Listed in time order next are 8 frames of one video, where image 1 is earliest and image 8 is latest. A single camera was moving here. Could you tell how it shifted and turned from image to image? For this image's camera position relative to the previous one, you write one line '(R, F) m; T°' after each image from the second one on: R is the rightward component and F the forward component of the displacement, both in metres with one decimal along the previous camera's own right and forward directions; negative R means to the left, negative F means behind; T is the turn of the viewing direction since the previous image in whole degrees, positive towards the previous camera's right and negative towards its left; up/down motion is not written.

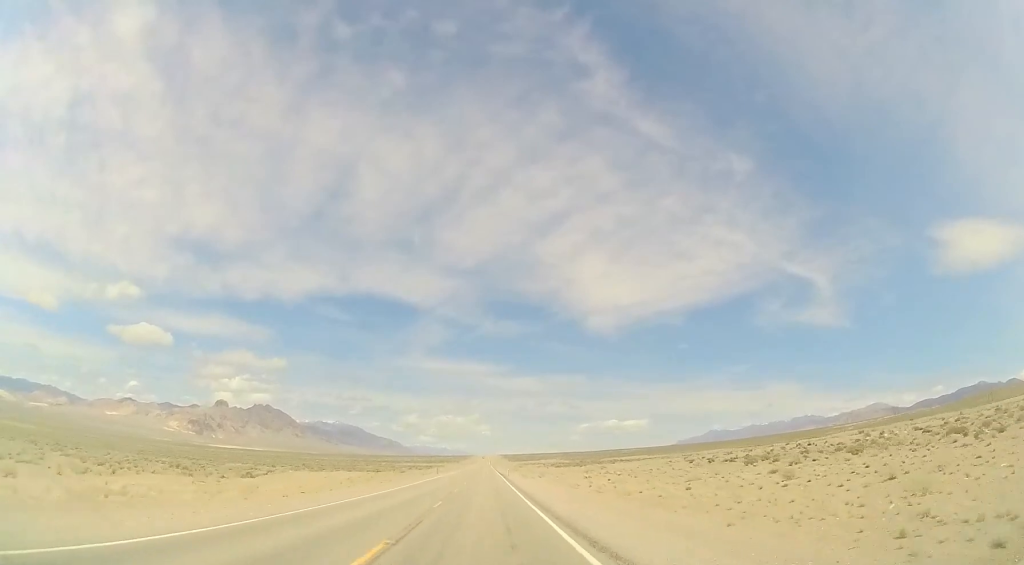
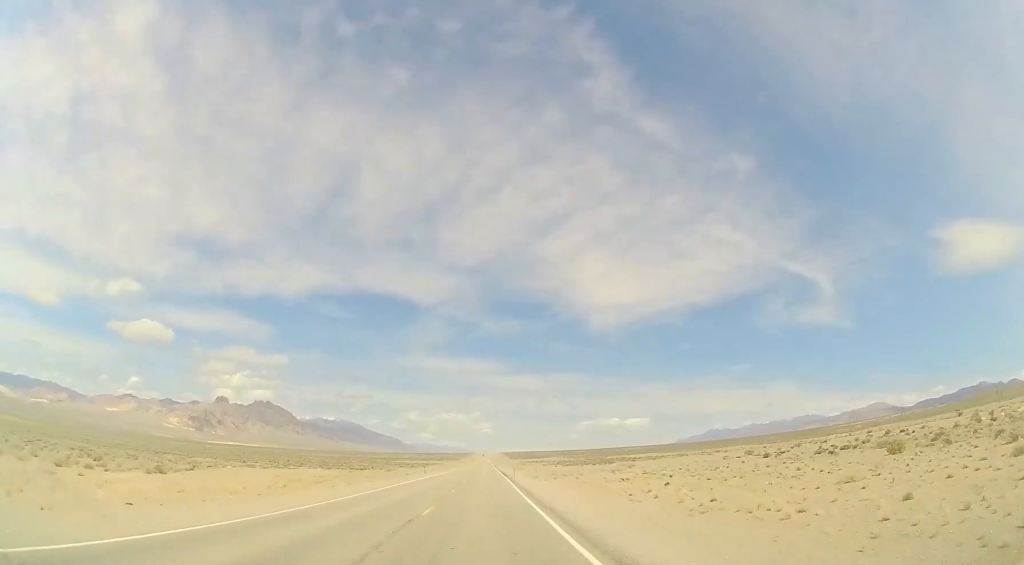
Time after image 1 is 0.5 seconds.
(0.0, +16.1) m; 0°
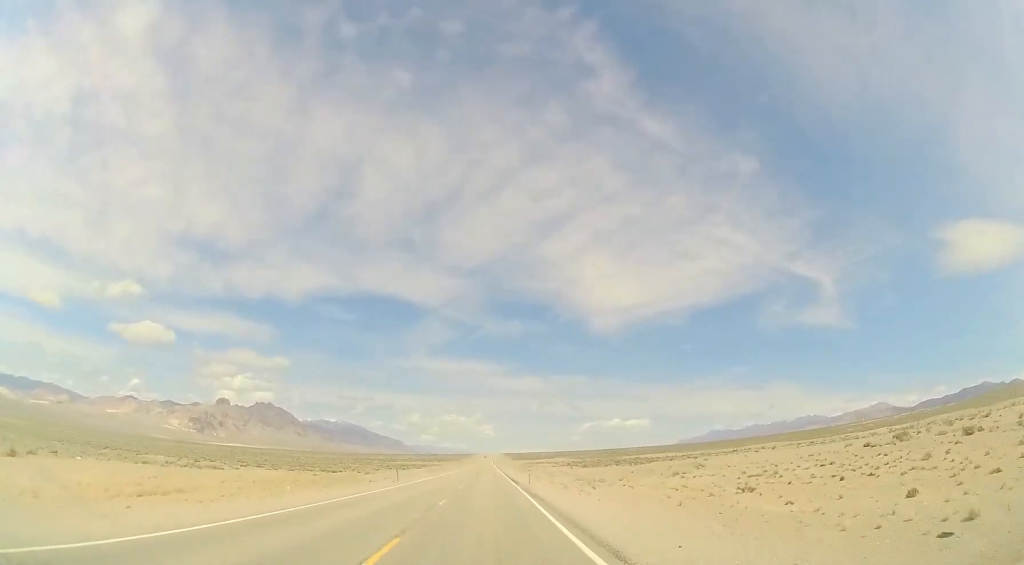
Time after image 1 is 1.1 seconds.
(+0.2, +20.7) m; 0°
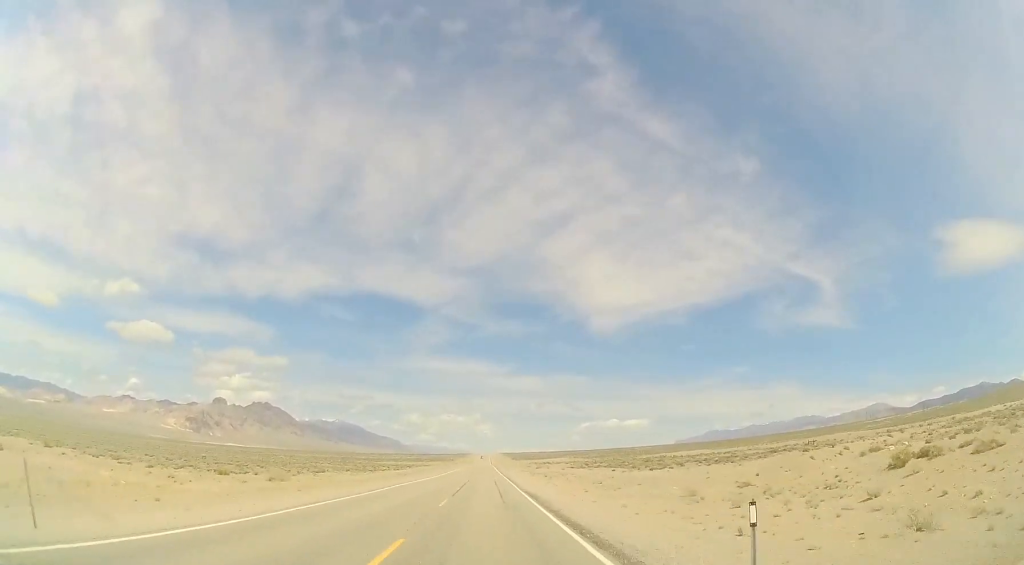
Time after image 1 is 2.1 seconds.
(0.0, +36.9) m; -1°
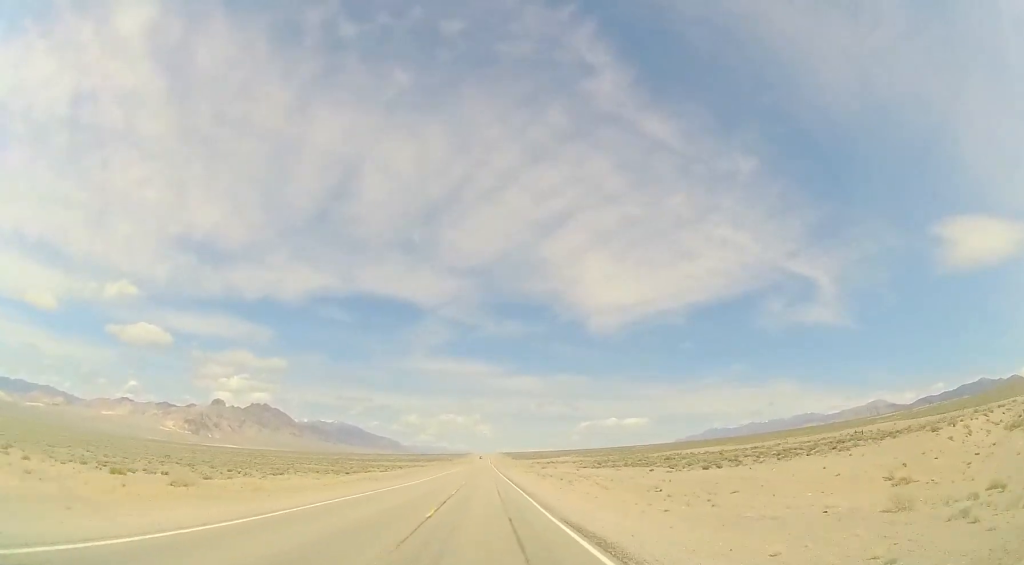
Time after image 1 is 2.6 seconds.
(-0.2, +16.1) m; 0°
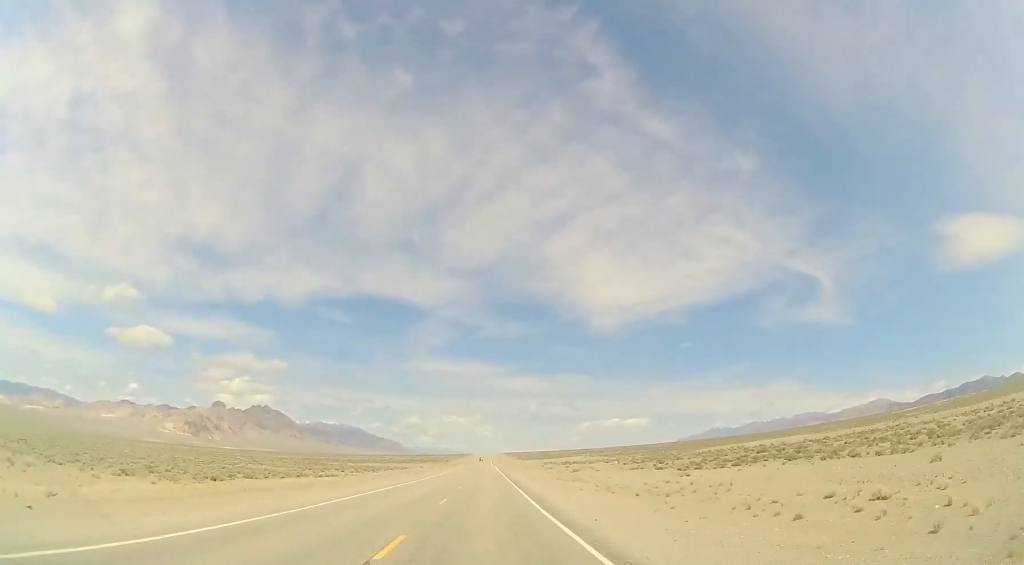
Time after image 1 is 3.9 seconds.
(+0.1, +43.8) m; 0°
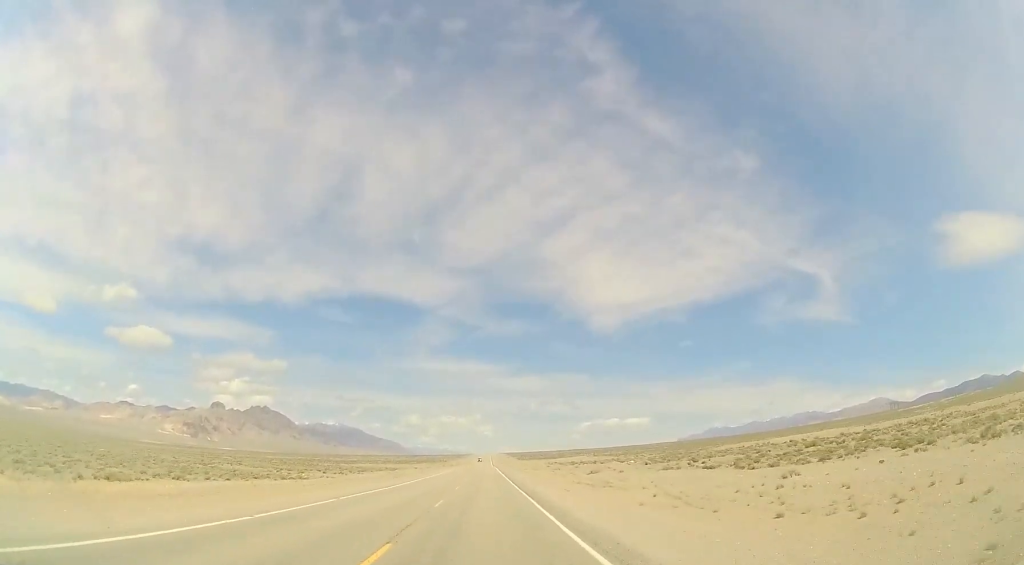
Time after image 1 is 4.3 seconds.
(+0.1, +13.8) m; 0°
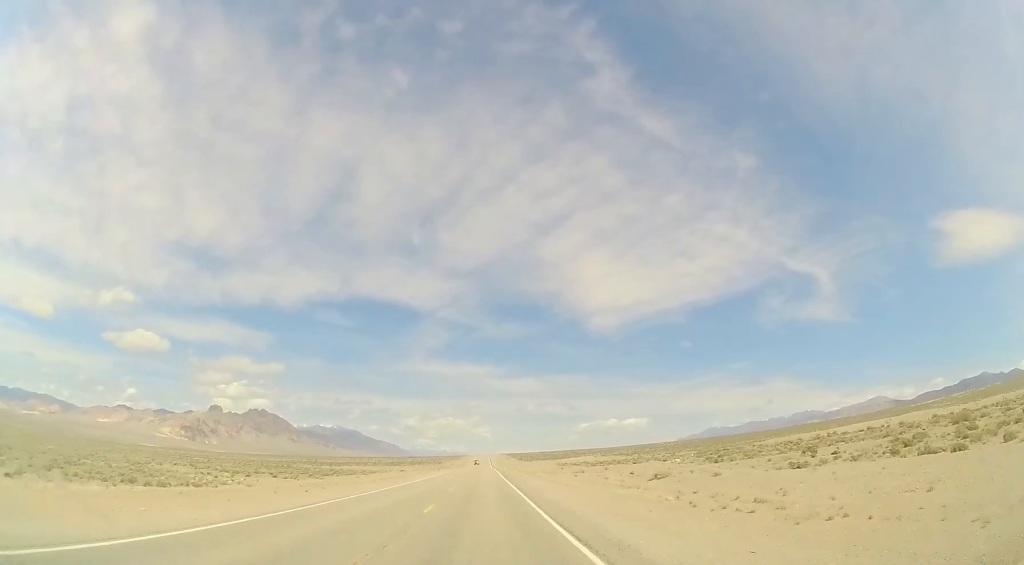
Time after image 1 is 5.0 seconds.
(-0.3, +26.5) m; 0°
